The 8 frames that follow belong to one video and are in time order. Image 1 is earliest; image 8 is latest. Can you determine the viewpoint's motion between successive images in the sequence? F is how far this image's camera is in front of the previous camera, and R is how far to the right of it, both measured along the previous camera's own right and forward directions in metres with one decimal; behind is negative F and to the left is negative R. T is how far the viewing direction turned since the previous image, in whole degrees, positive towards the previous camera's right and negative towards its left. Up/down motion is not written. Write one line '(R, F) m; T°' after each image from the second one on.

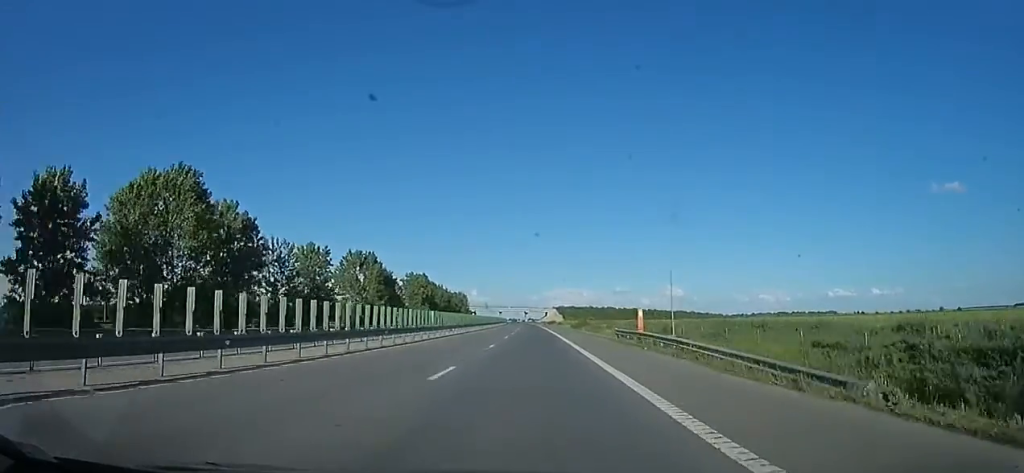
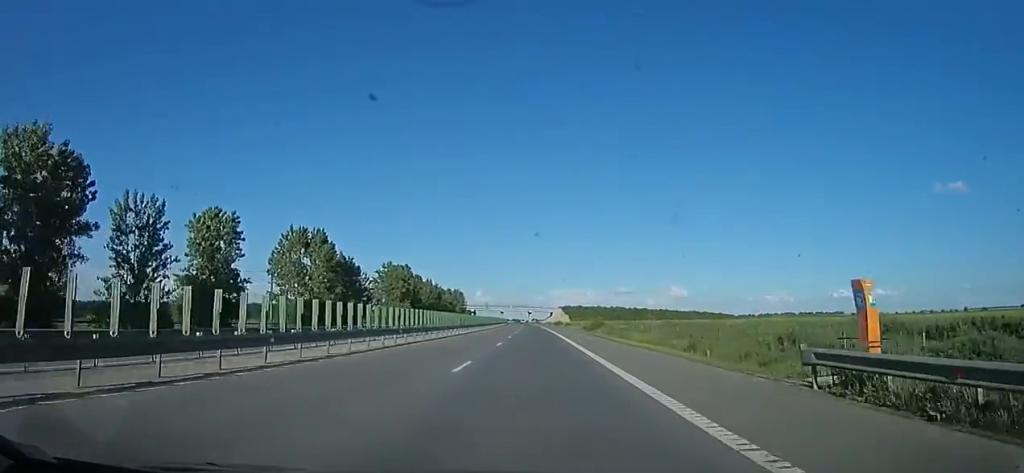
(-0.2, +22.2) m; 0°
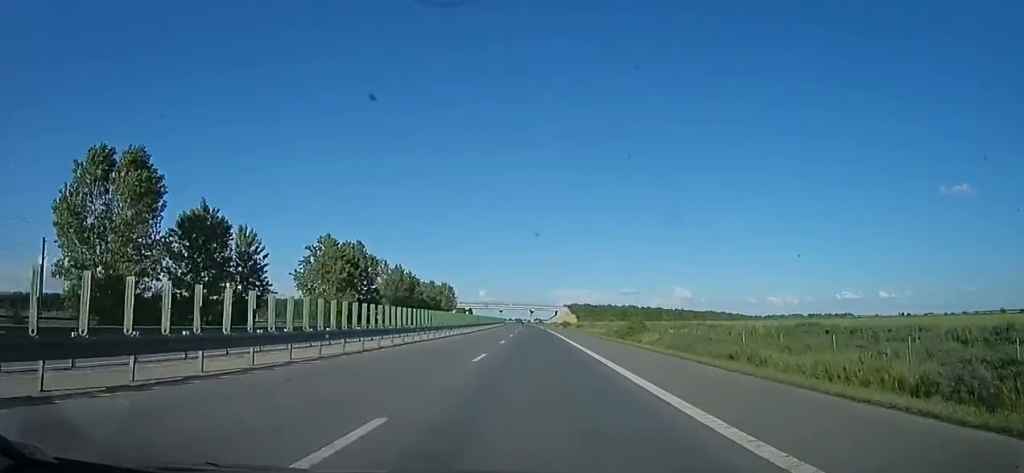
(+0.8, +32.7) m; 0°
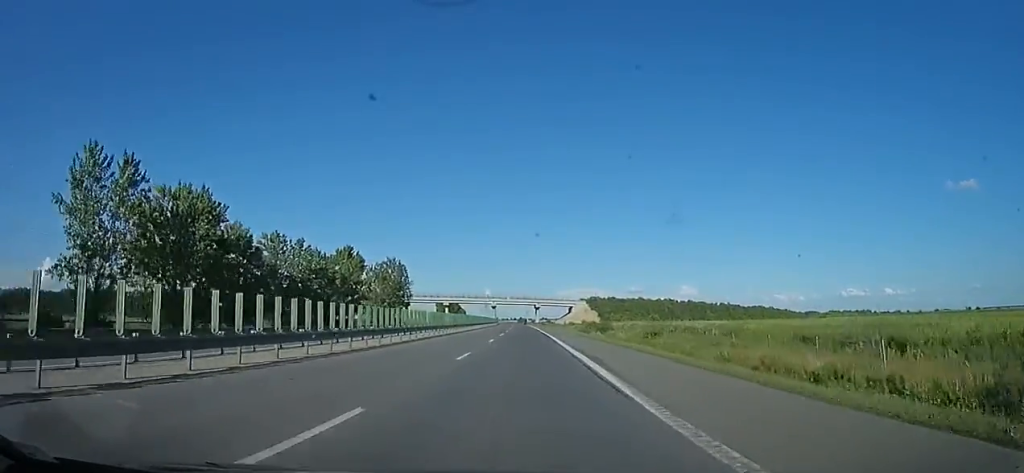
(-2.5, +71.5) m; -2°
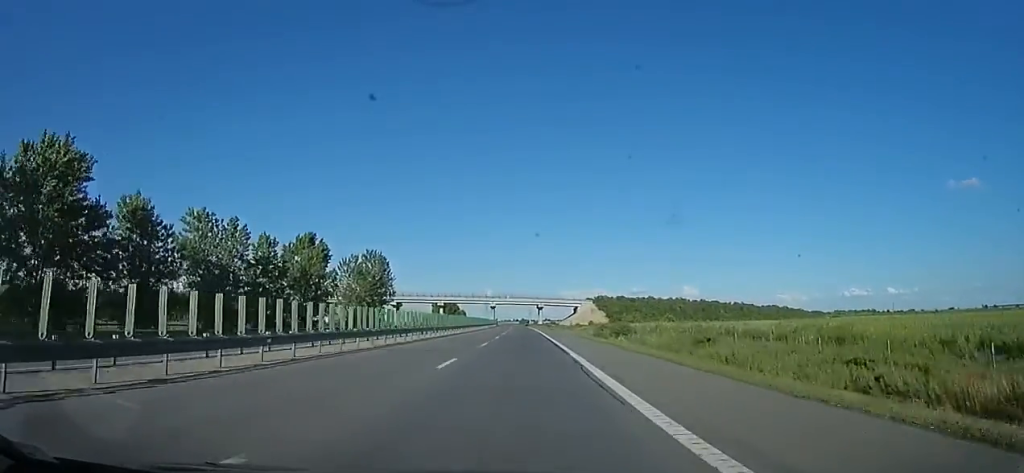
(0.0, +14.6) m; 0°
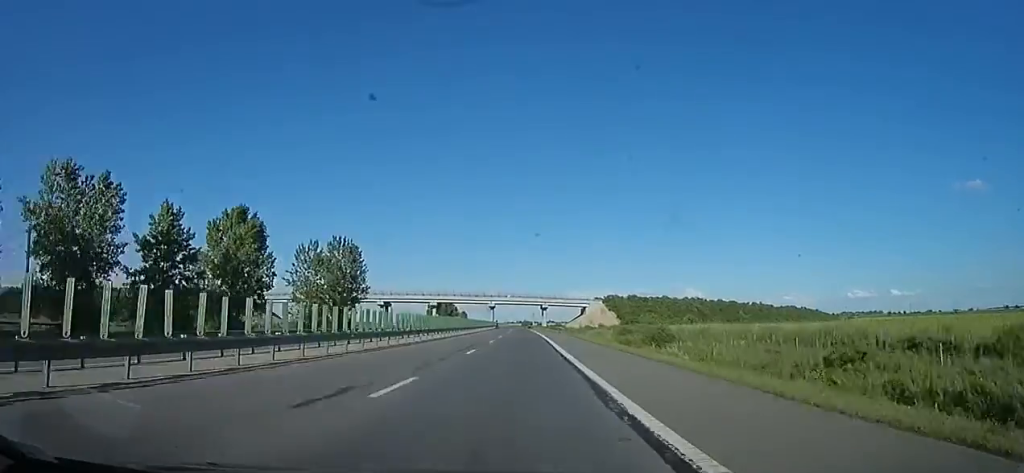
(0.0, +16.9) m; 0°
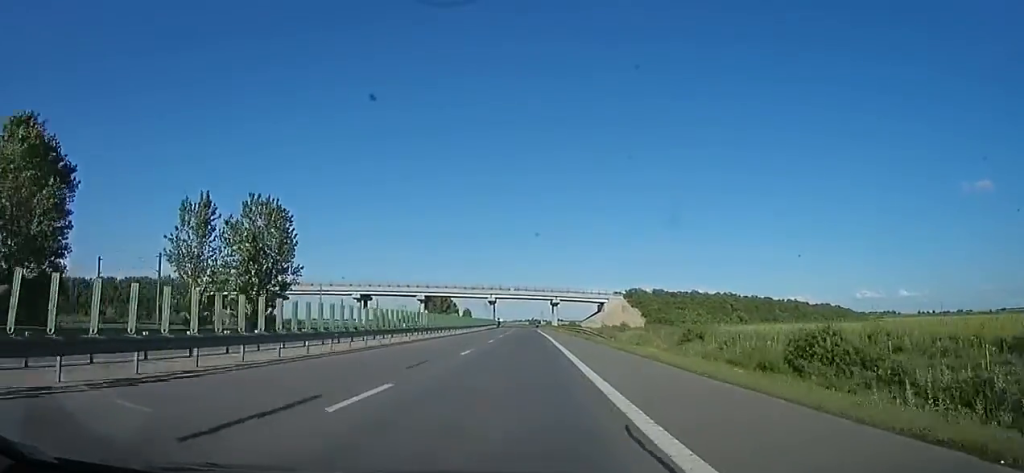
(0.0, +25.8) m; 0°
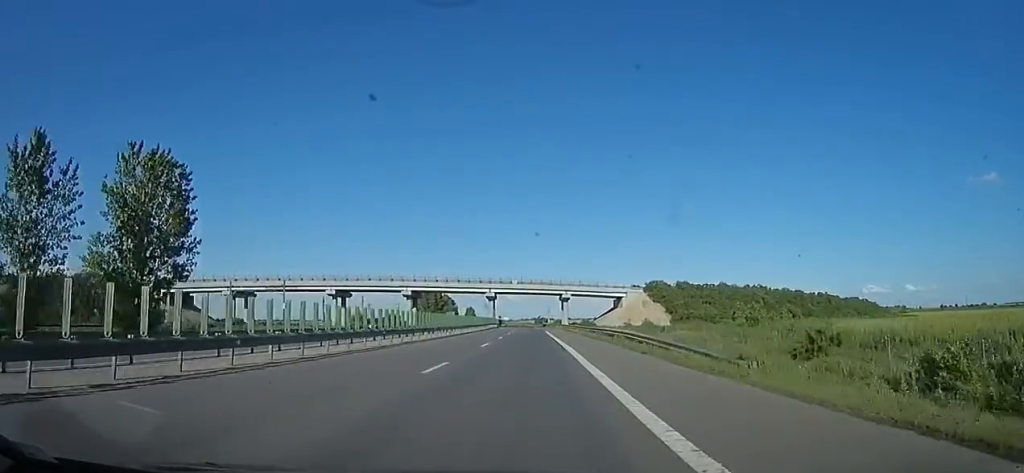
(0.0, +18.7) m; 0°
